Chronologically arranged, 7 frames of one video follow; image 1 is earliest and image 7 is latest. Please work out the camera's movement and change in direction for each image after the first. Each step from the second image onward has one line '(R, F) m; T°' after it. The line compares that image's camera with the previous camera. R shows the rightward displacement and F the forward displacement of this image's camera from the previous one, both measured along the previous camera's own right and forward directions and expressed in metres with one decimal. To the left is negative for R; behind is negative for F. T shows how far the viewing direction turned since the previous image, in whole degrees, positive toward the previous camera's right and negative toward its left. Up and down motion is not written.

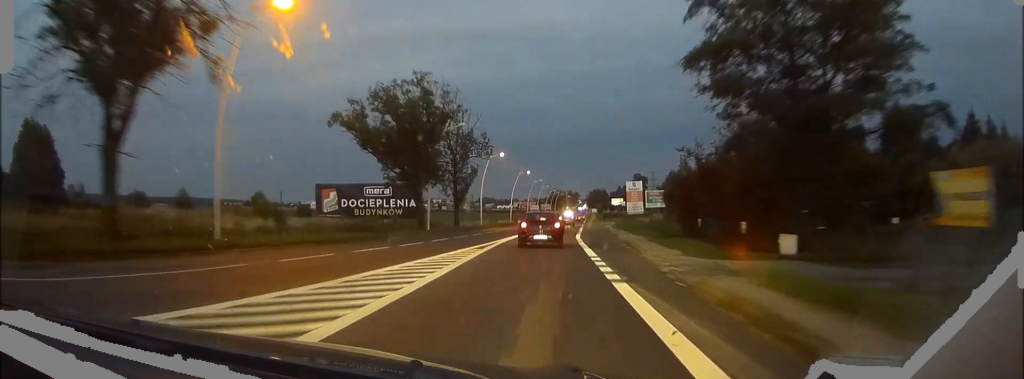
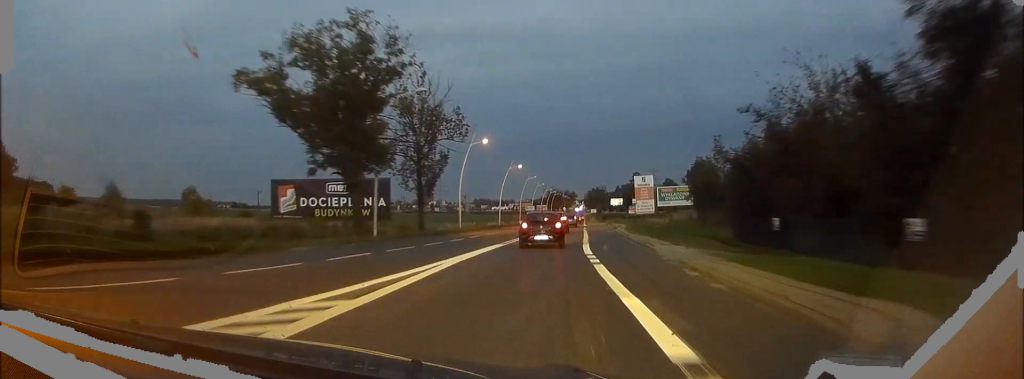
(-0.1, +15.7) m; 0°
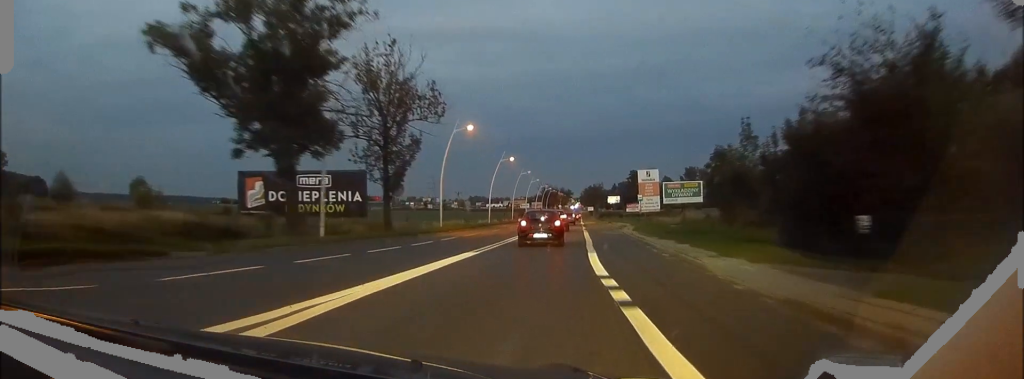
(0.0, +8.7) m; 0°
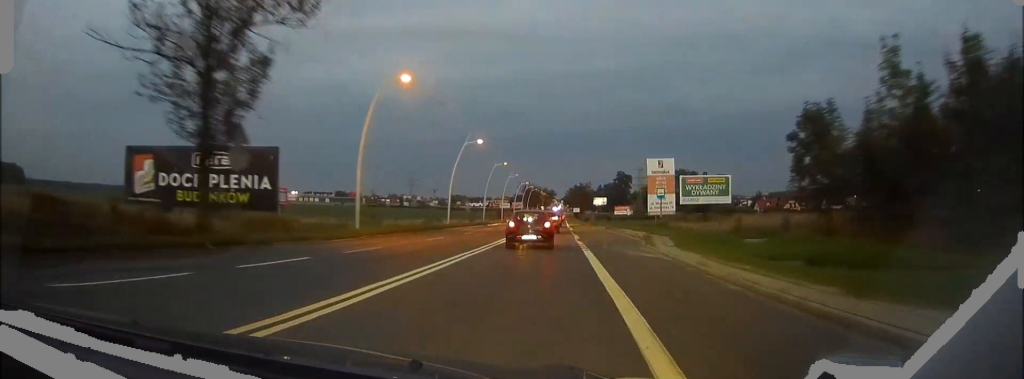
(+0.1, +20.8) m; +1°
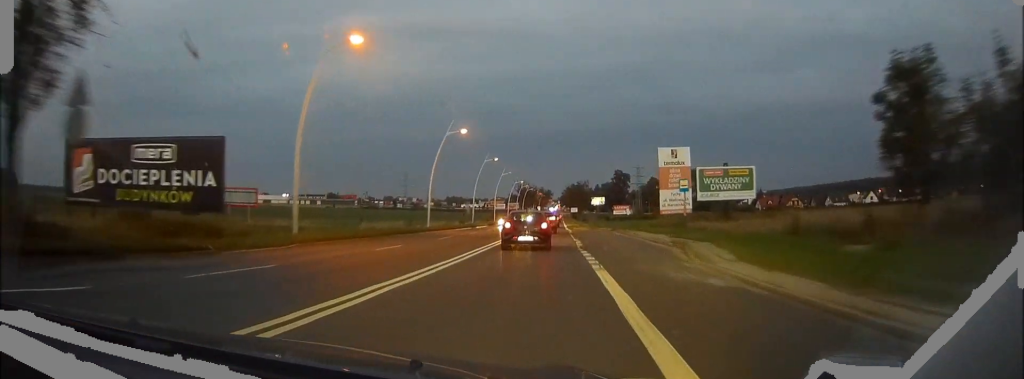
(0.0, +9.0) m; 0°
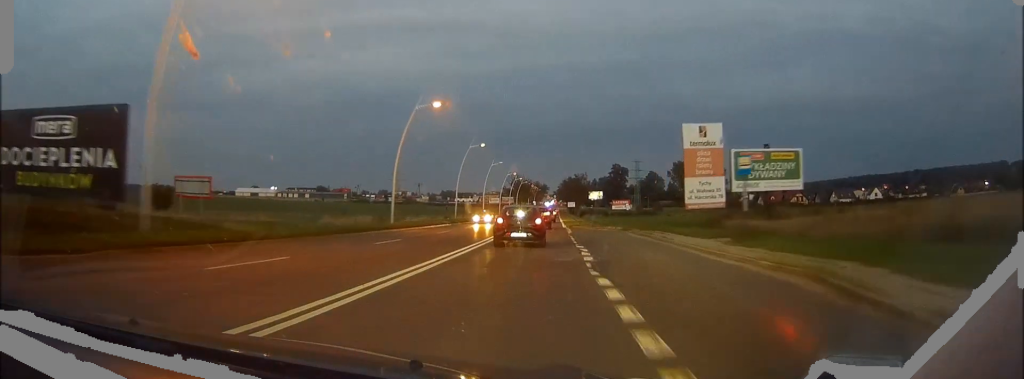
(+0.1, +11.7) m; 0°
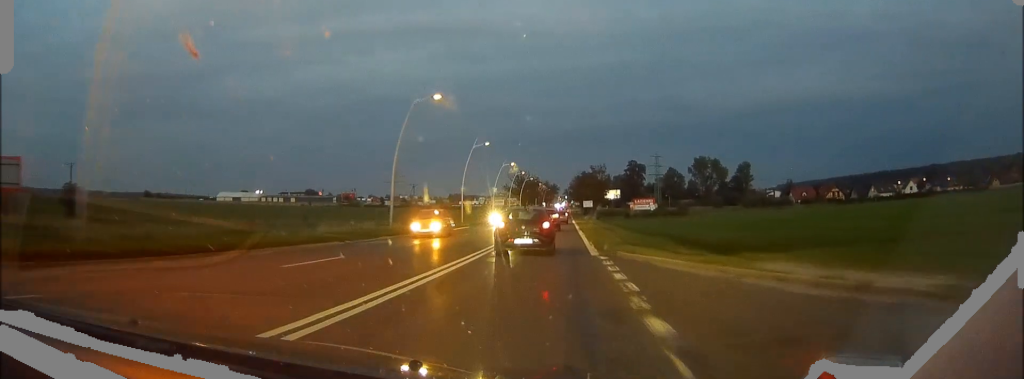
(+0.3, +33.8) m; +1°
